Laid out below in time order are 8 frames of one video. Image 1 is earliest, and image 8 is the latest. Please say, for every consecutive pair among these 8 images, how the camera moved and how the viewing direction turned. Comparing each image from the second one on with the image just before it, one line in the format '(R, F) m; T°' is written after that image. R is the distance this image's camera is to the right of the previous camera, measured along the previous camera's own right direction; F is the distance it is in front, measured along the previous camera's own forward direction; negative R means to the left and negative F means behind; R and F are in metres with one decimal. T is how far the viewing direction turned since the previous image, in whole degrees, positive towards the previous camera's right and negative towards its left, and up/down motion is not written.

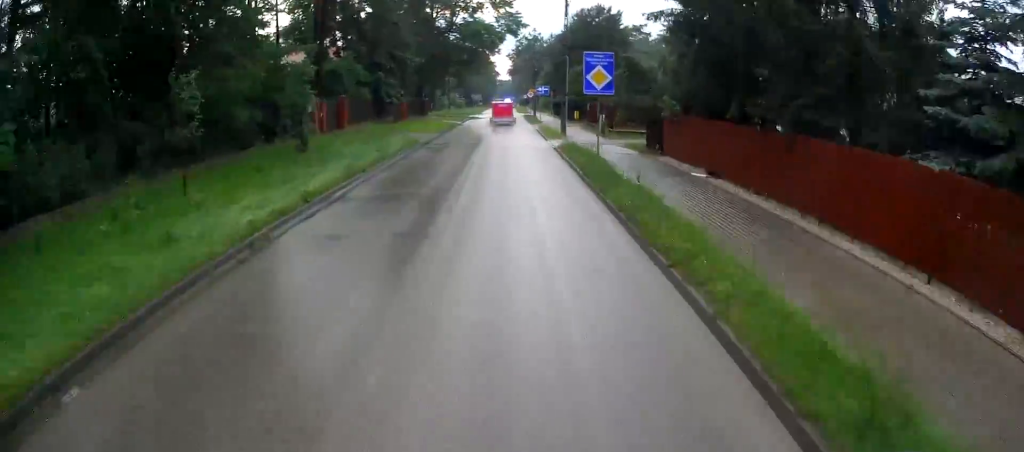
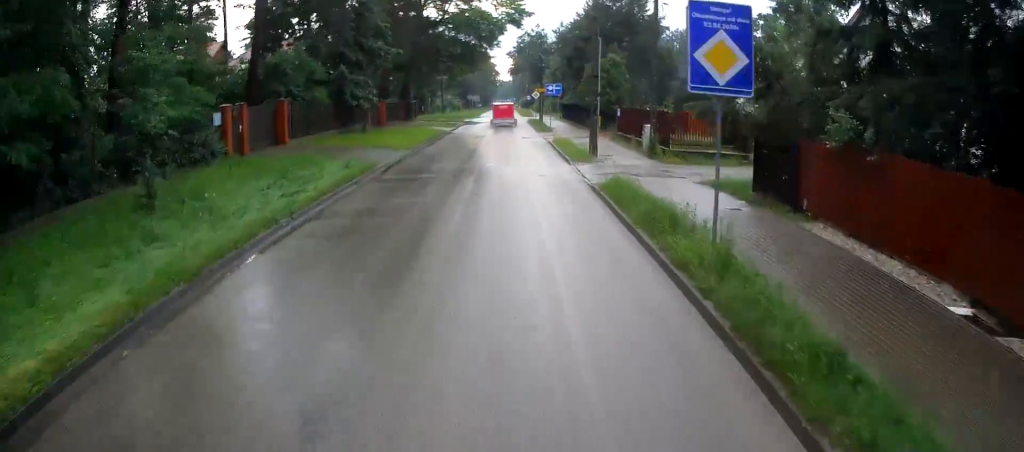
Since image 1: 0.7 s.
(+0.3, +10.5) m; +1°
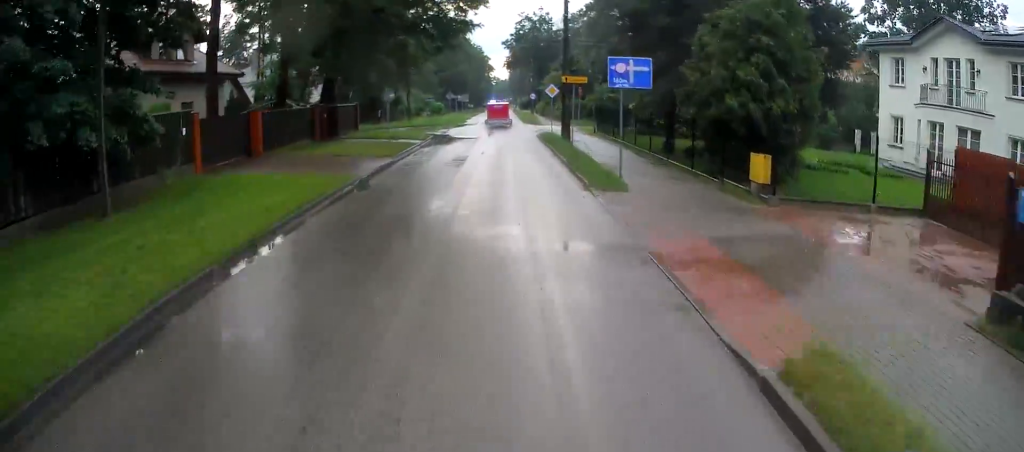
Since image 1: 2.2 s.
(0.0, +24.6) m; -1°
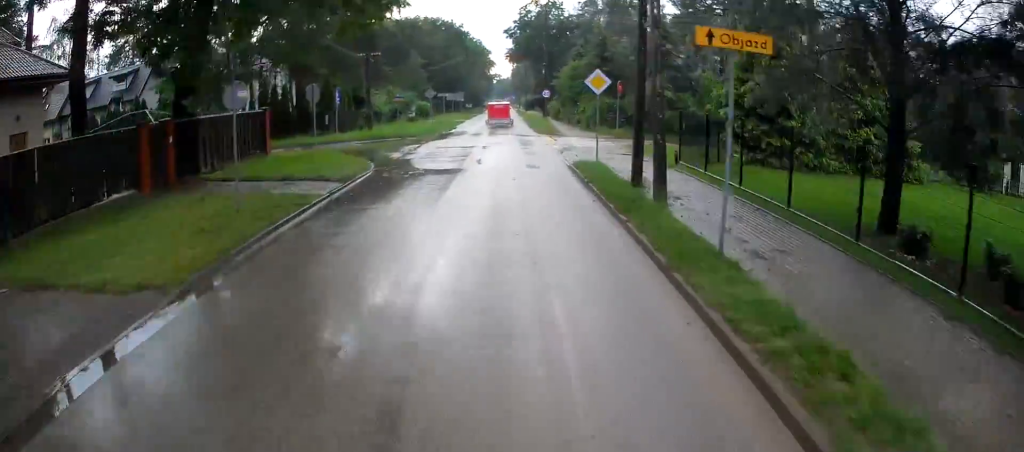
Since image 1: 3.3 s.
(-0.1, +16.5) m; -1°
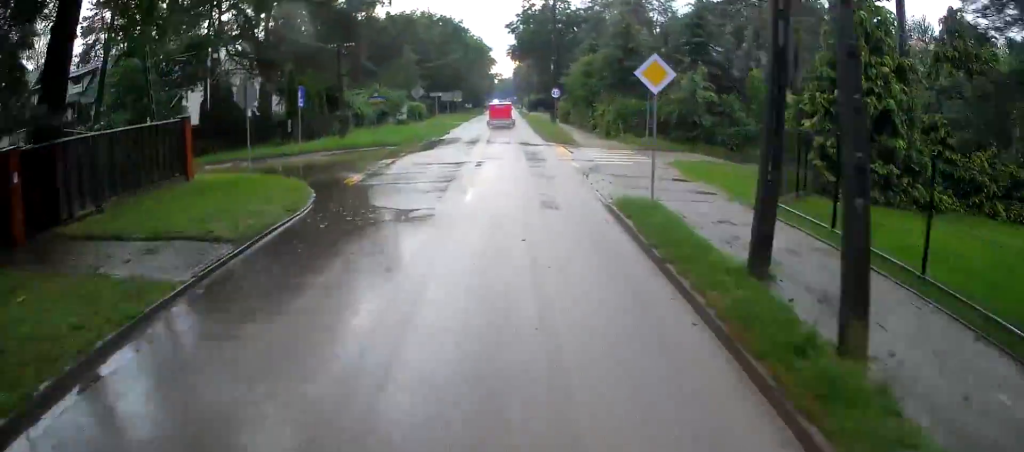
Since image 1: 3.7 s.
(+0.1, +6.8) m; 0°
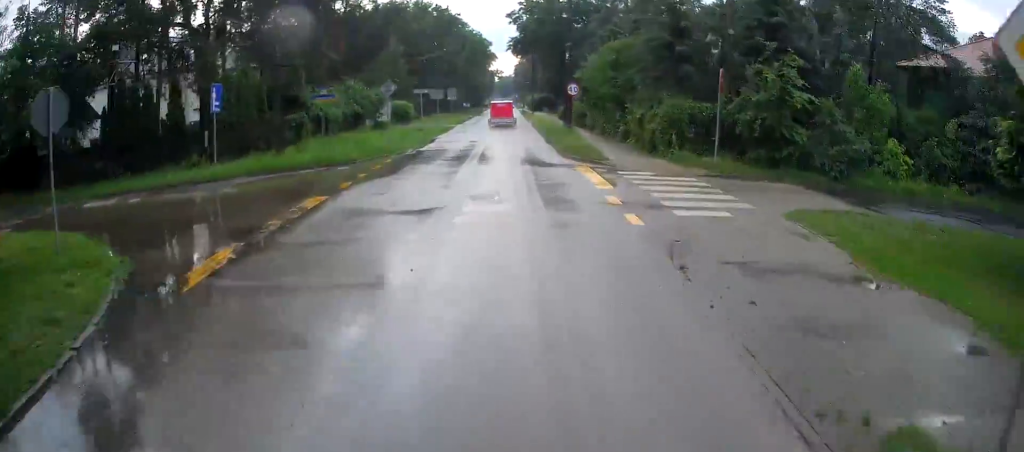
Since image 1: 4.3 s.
(-0.2, +9.0) m; -1°
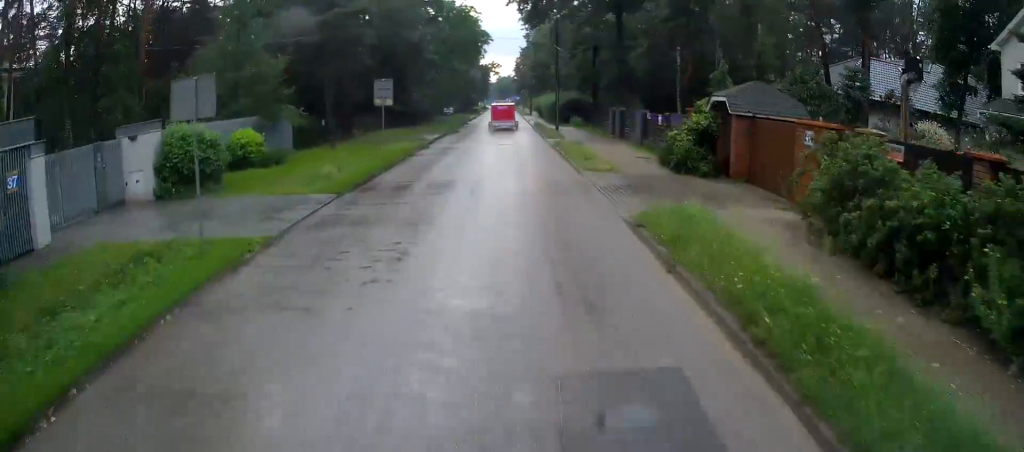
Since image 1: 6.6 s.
(-0.7, +36.3) m; -1°
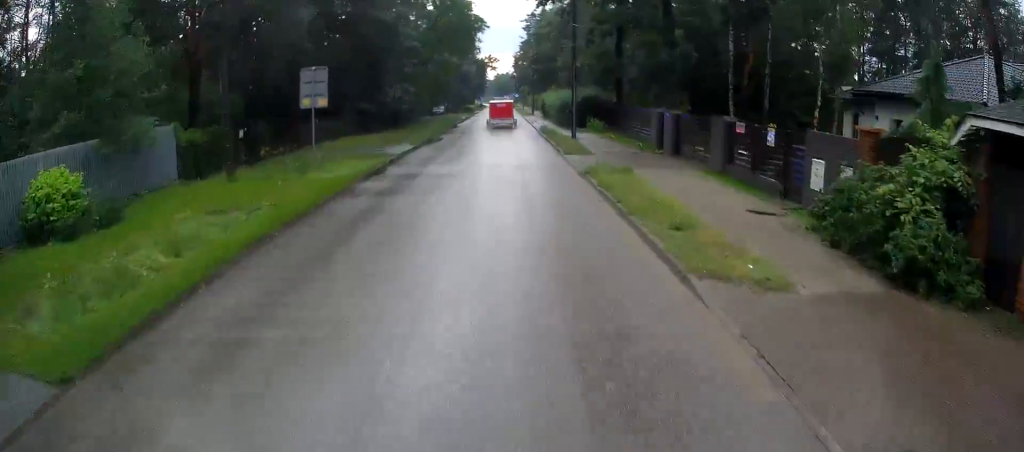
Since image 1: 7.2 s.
(0.0, +10.4) m; 0°
